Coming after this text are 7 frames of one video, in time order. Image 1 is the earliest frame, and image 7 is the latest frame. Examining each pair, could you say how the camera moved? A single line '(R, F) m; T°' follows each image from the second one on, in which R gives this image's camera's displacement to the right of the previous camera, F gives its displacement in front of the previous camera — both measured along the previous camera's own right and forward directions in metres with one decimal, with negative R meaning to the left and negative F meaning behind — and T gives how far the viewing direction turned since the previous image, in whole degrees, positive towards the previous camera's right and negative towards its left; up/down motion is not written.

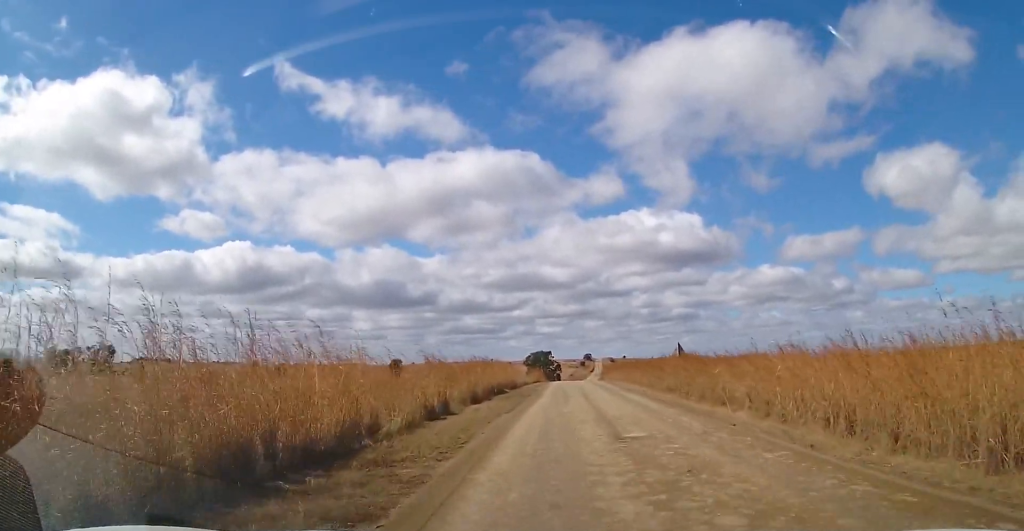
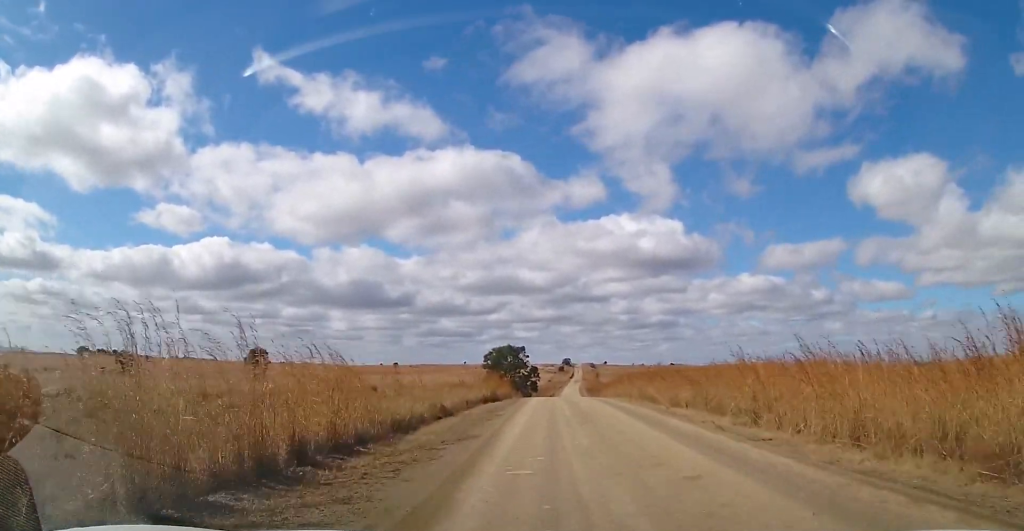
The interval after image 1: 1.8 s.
(+0.9, +39.5) m; +2°
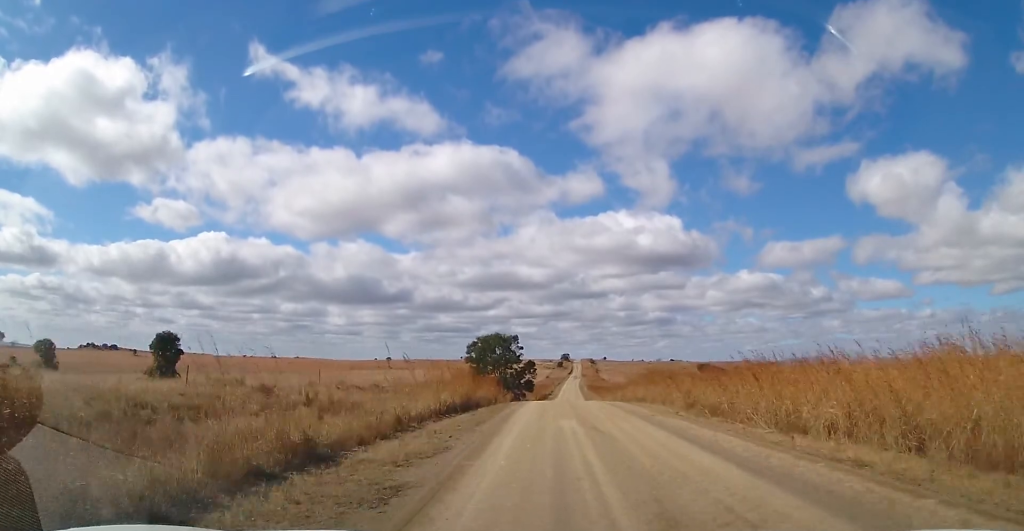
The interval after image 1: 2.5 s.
(0.0, +14.2) m; 0°
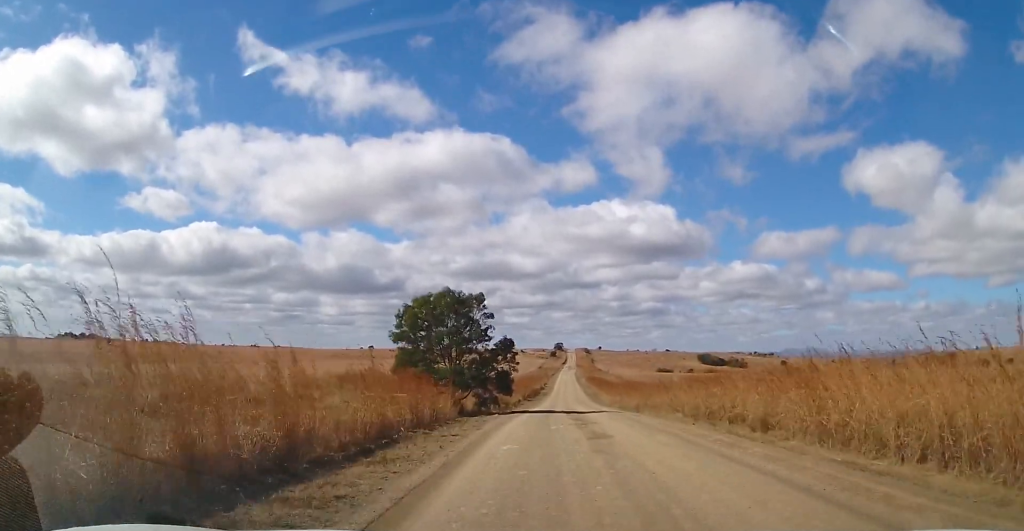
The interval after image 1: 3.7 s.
(+0.3, +25.0) m; +2°
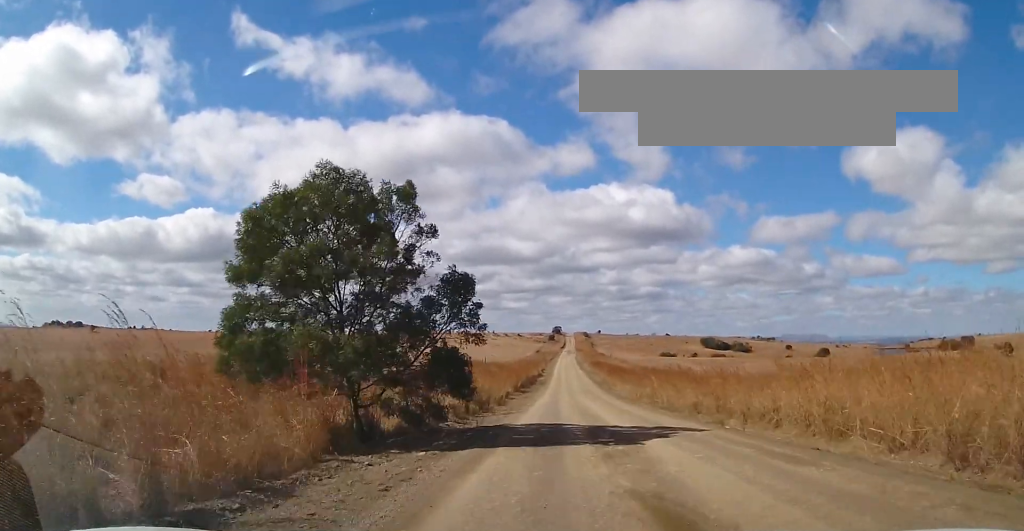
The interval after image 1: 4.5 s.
(+0.3, +17.1) m; +1°
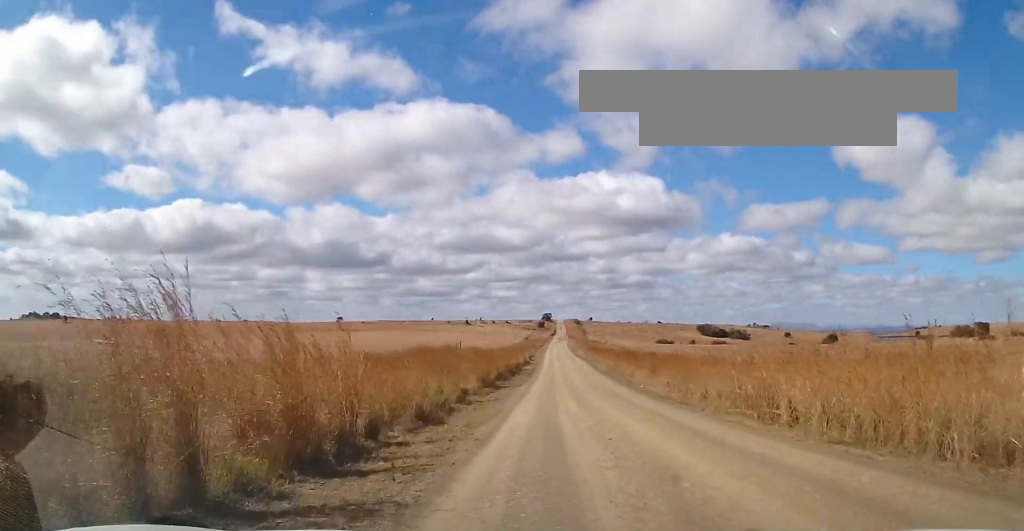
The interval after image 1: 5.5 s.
(0.0, +19.8) m; 0°
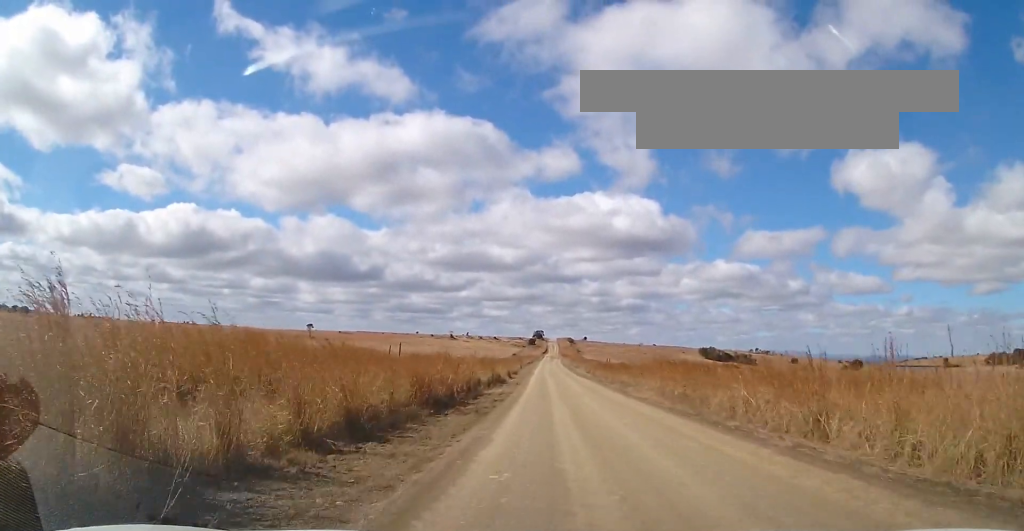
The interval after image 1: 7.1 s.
(+0.7, +32.4) m; +1°
